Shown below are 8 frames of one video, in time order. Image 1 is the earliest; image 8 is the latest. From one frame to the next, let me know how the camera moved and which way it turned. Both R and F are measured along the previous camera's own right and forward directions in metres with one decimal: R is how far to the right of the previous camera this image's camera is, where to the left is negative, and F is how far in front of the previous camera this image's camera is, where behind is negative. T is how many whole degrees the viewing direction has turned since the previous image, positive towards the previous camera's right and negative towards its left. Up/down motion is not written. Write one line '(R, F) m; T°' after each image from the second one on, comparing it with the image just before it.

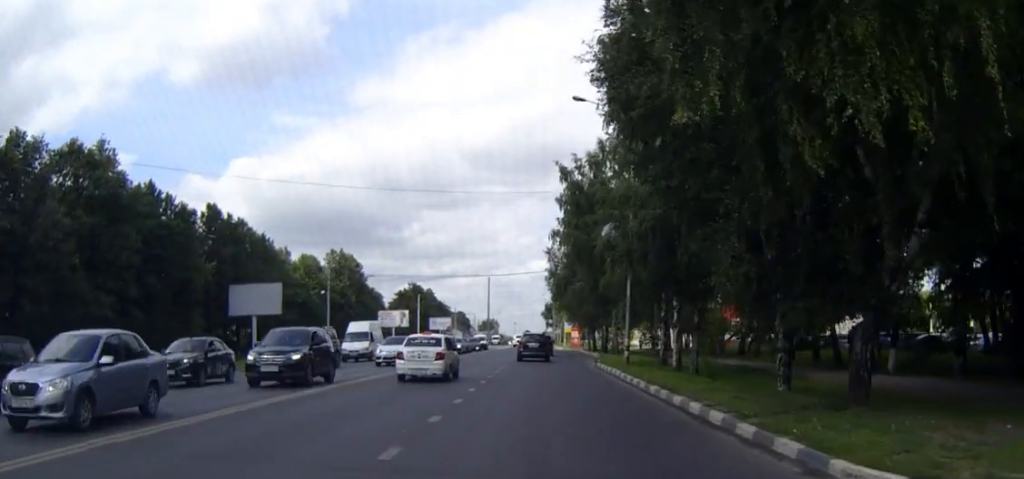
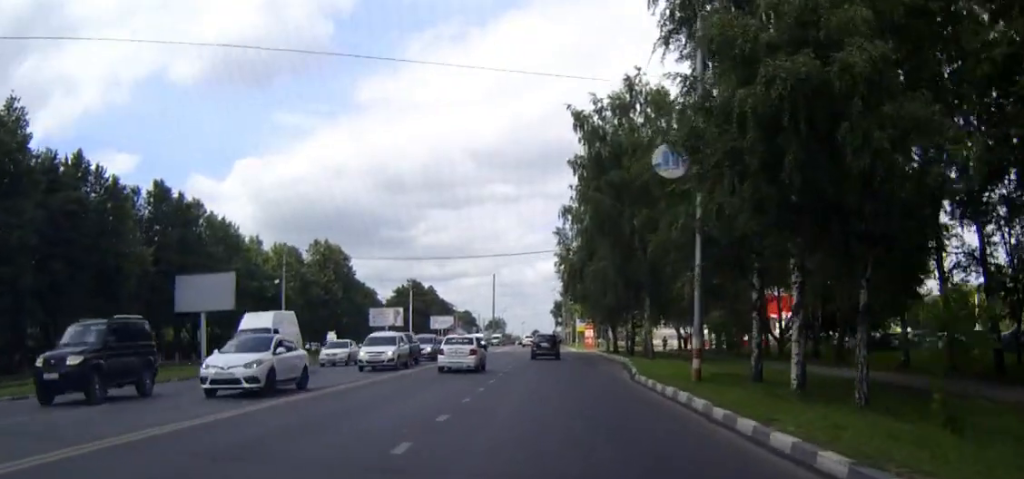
(+0.1, +15.7) m; -1°
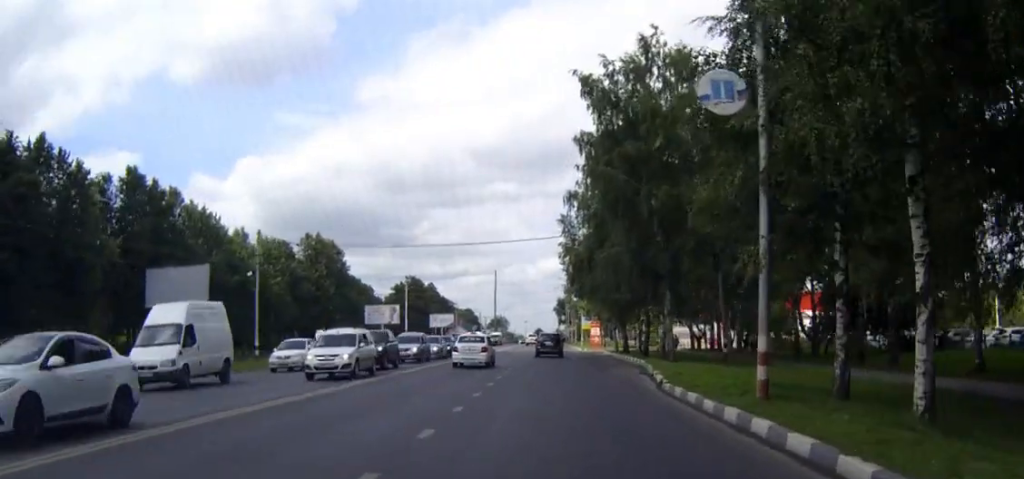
(-0.1, +6.5) m; -1°
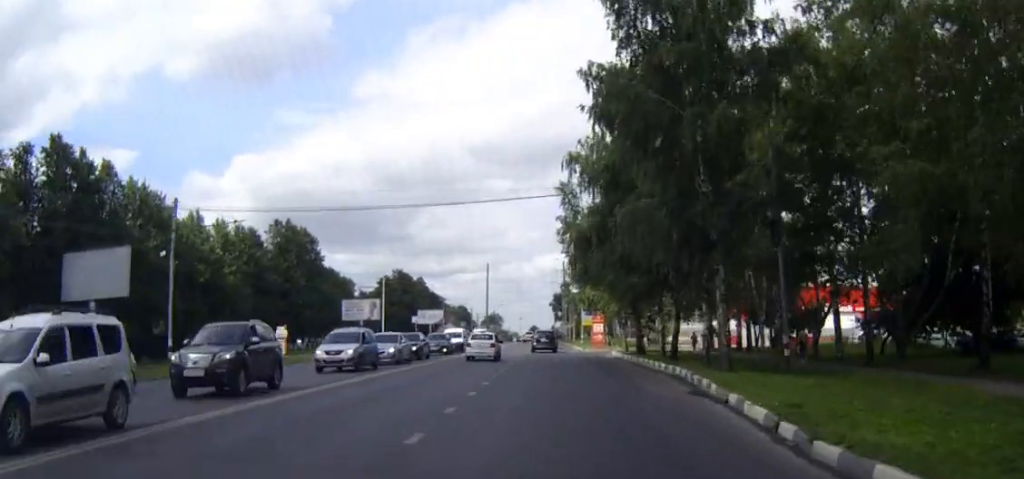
(0.0, +13.1) m; +1°
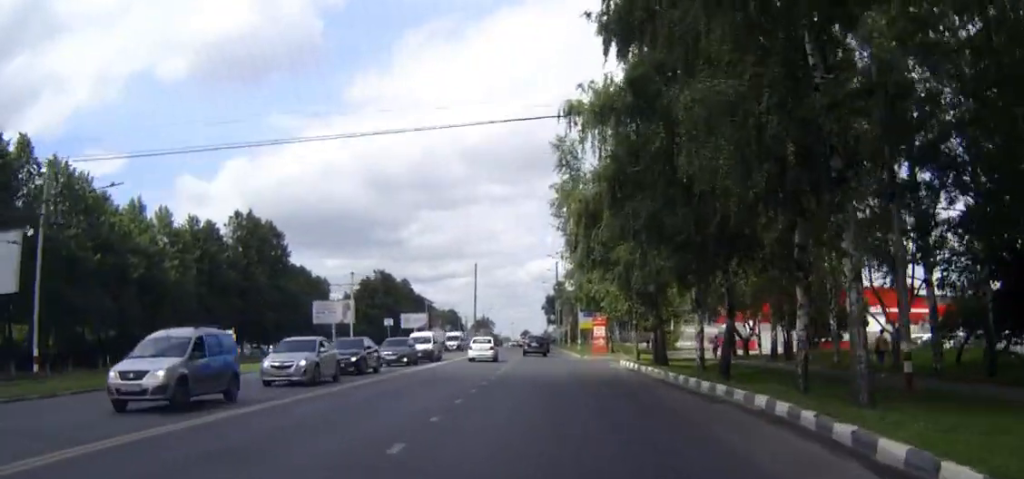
(+0.1, +12.7) m; +1°
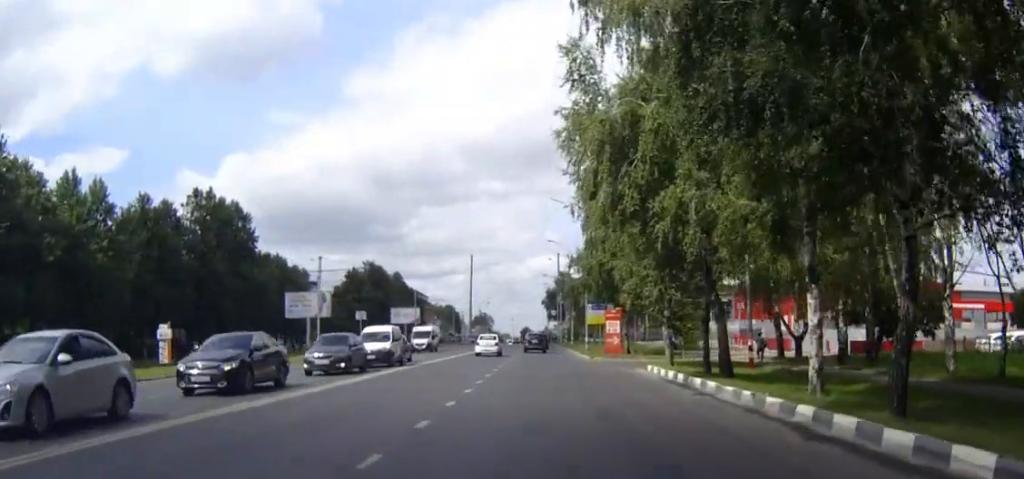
(+0.1, +13.0) m; -1°
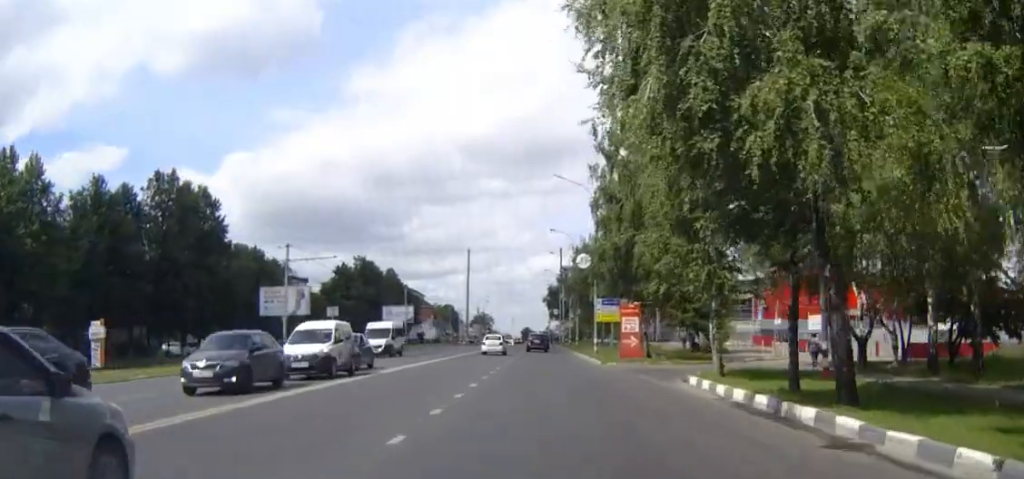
(-0.2, +10.0) m; -1°
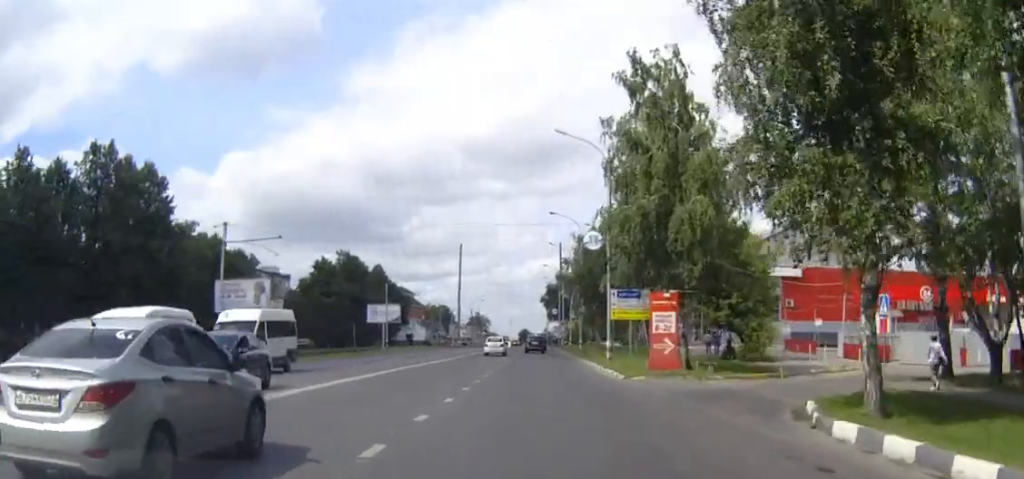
(+0.1, +13.0) m; +1°
